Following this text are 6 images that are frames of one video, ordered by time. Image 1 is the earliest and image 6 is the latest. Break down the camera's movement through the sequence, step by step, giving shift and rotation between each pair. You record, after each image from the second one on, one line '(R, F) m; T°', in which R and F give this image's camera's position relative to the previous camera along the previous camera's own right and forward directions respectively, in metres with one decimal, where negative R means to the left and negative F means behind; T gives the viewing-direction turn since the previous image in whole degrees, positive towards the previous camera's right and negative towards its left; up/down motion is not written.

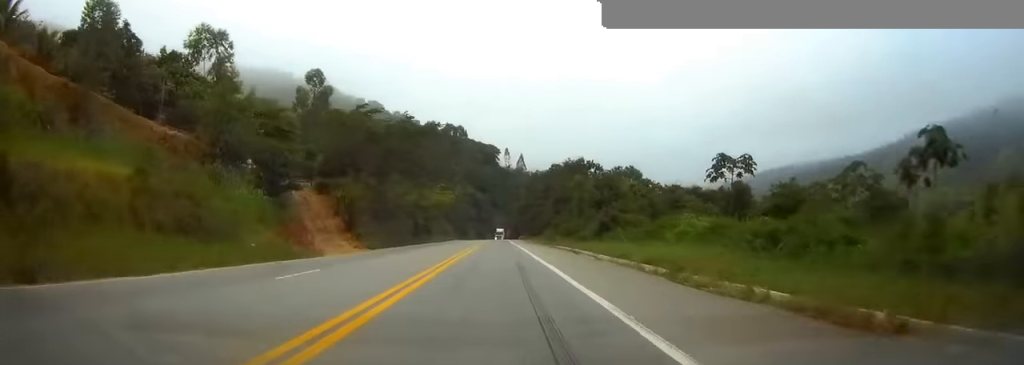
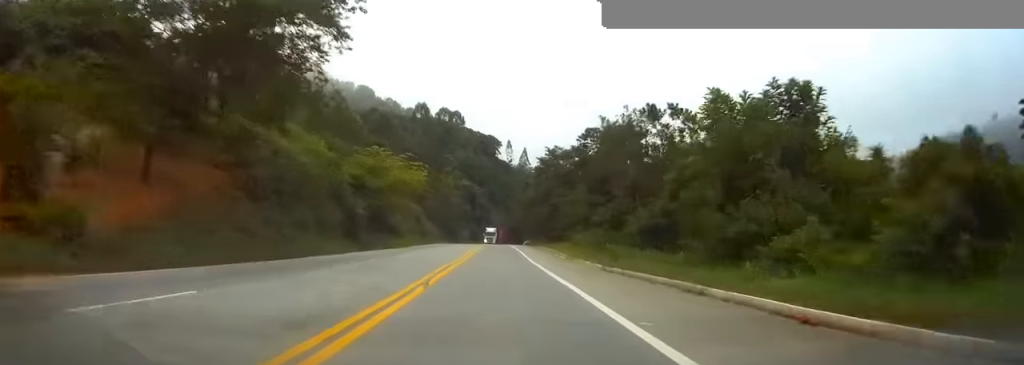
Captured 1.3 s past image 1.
(+0.9, +40.5) m; +1°
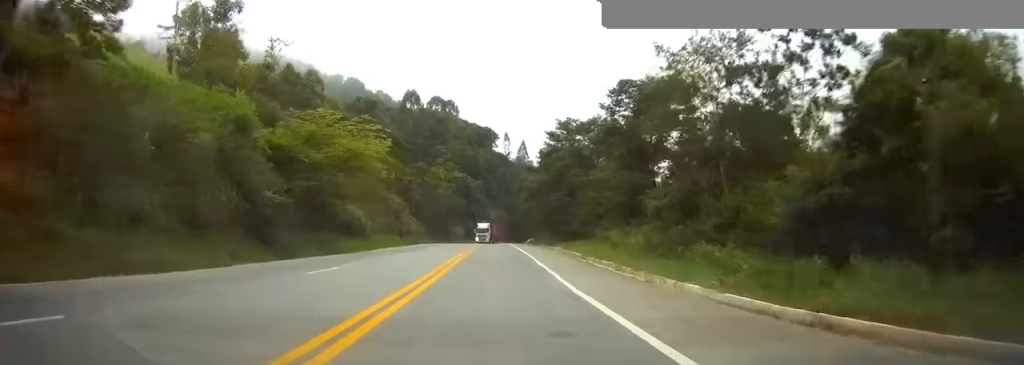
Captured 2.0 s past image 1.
(0.0, +20.1) m; 0°
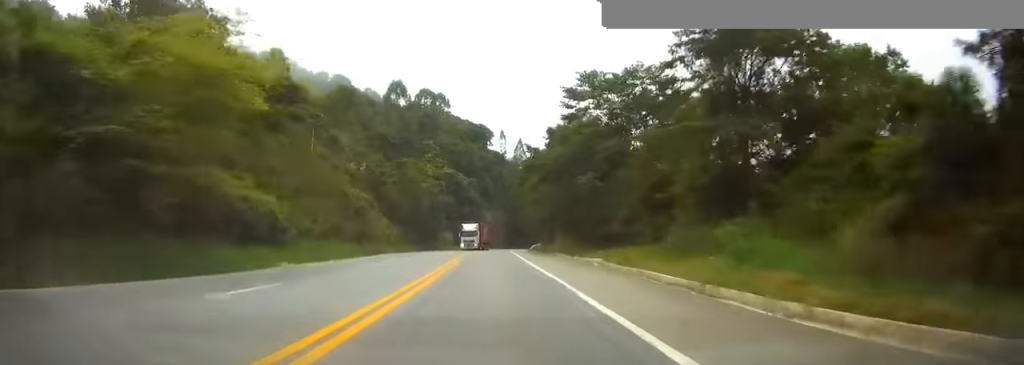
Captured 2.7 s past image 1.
(0.0, +21.9) m; 0°
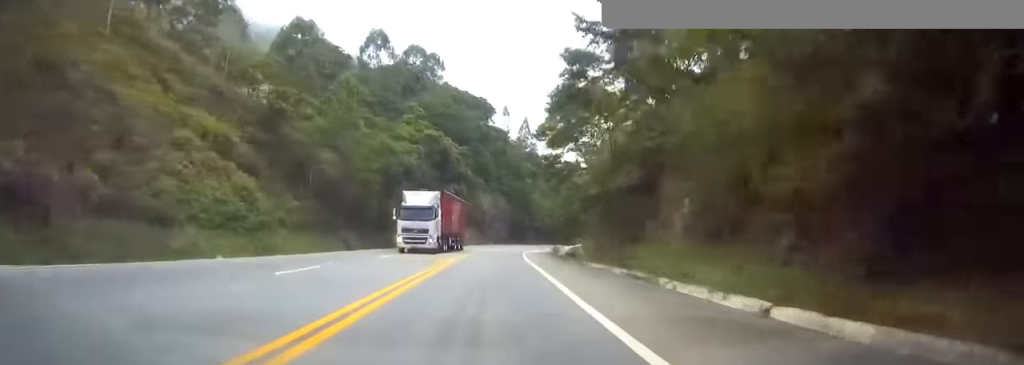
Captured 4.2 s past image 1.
(0.0, +42.2) m; +1°
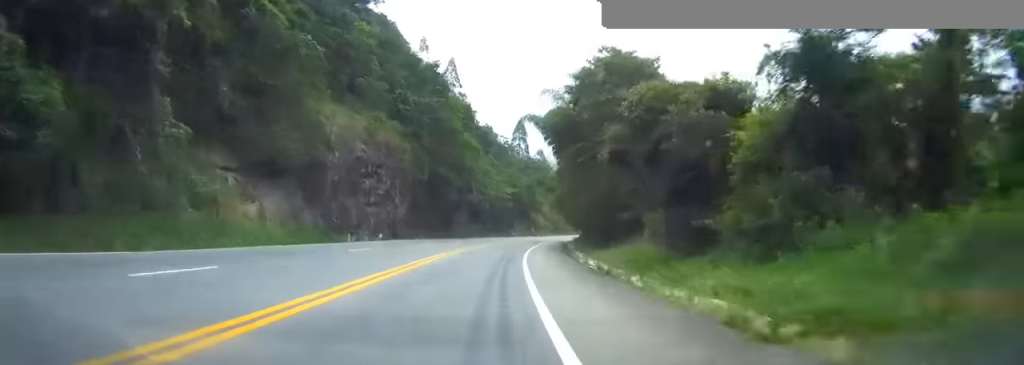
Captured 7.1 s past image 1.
(+6.0, +83.9) m; +7°
